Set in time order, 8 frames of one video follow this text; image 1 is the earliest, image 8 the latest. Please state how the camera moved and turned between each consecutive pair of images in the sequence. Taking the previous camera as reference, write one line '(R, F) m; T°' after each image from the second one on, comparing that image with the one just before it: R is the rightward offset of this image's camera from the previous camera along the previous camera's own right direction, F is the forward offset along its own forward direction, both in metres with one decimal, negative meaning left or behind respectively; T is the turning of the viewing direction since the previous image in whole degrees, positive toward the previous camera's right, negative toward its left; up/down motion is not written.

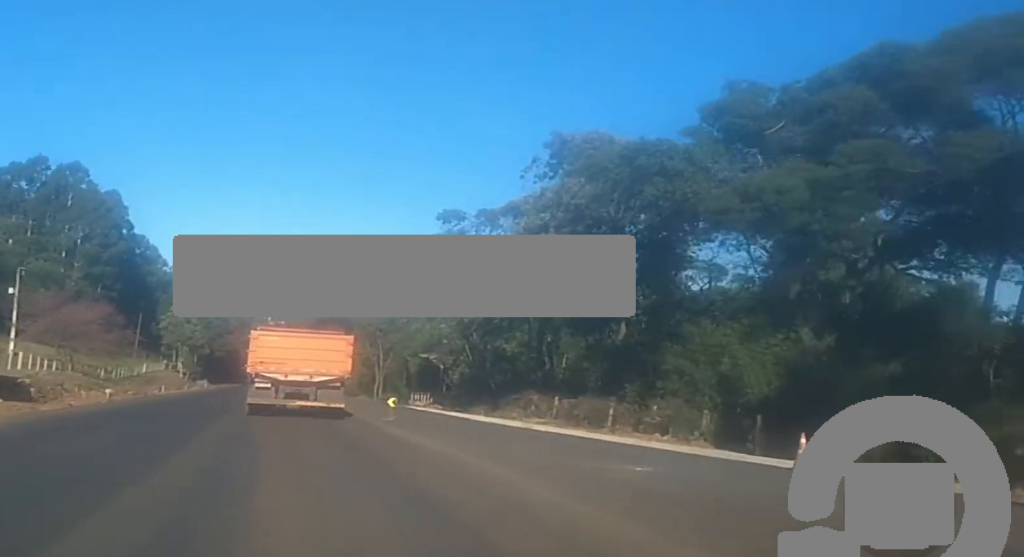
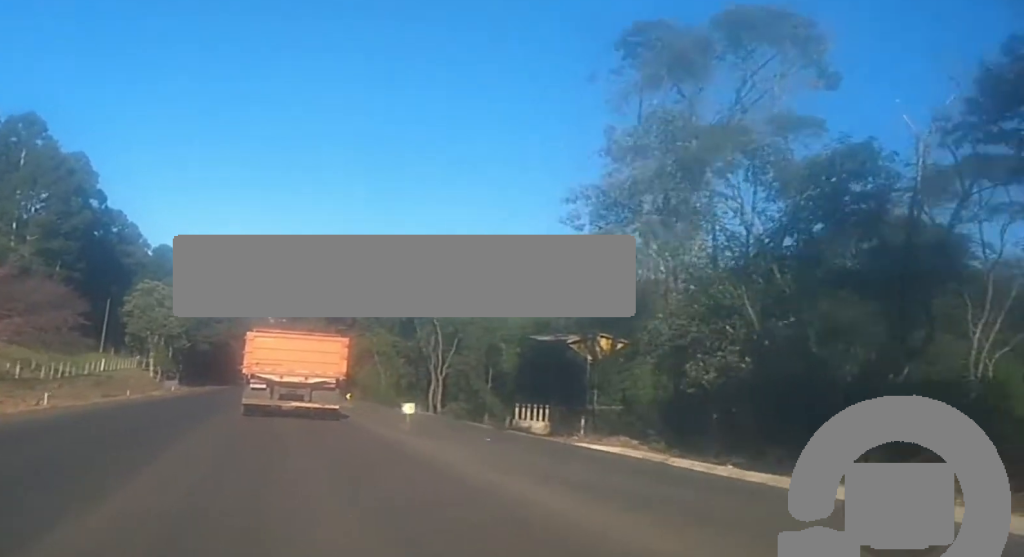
(+0.6, +33.1) m; 0°
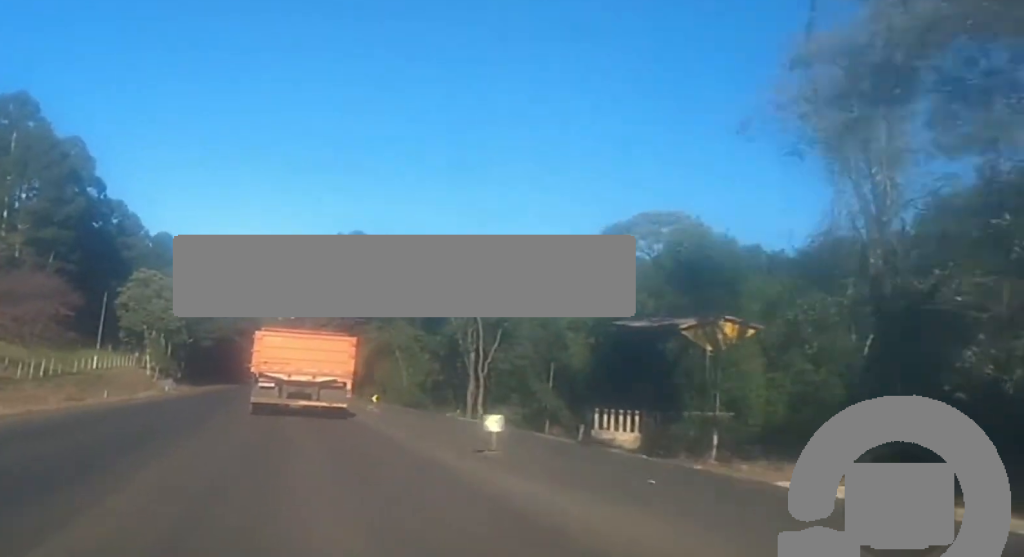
(0.0, +9.0) m; 0°
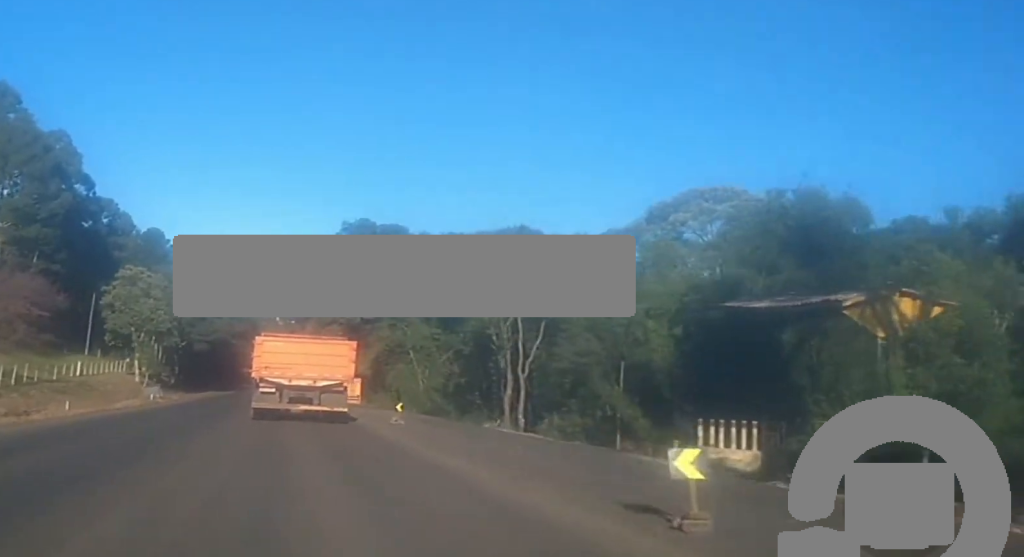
(0.0, +8.4) m; 0°
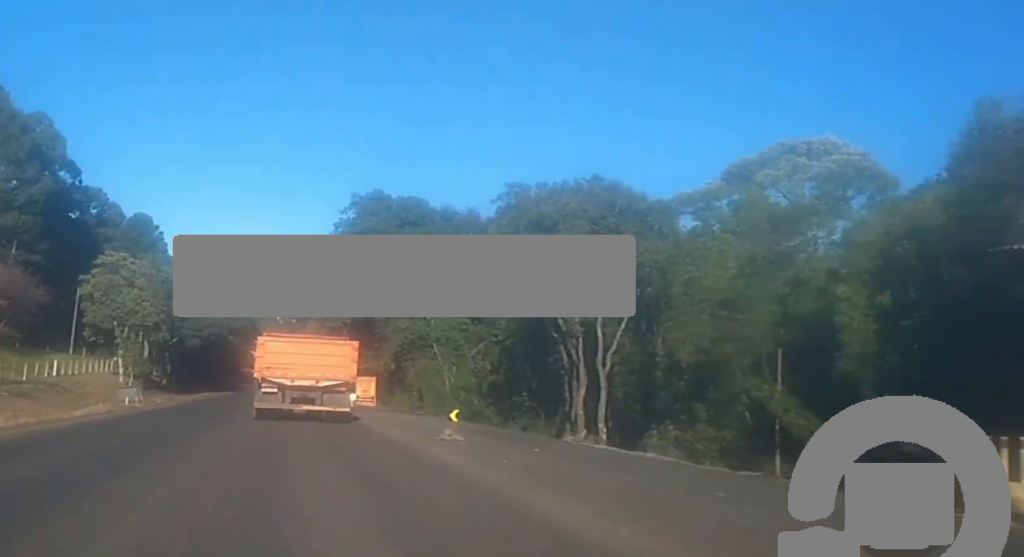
(0.0, +9.1) m; -1°
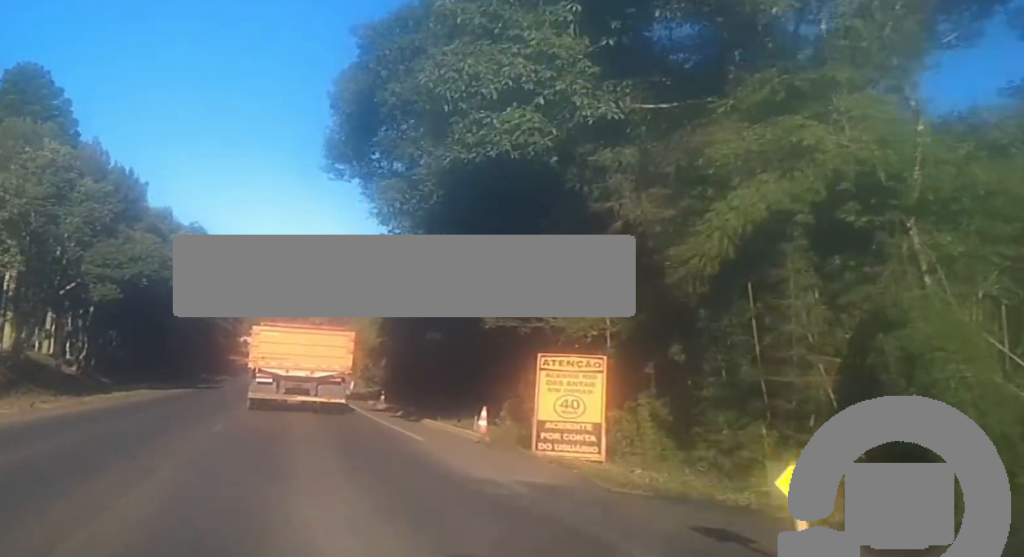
(-0.6, +43.6) m; 0°
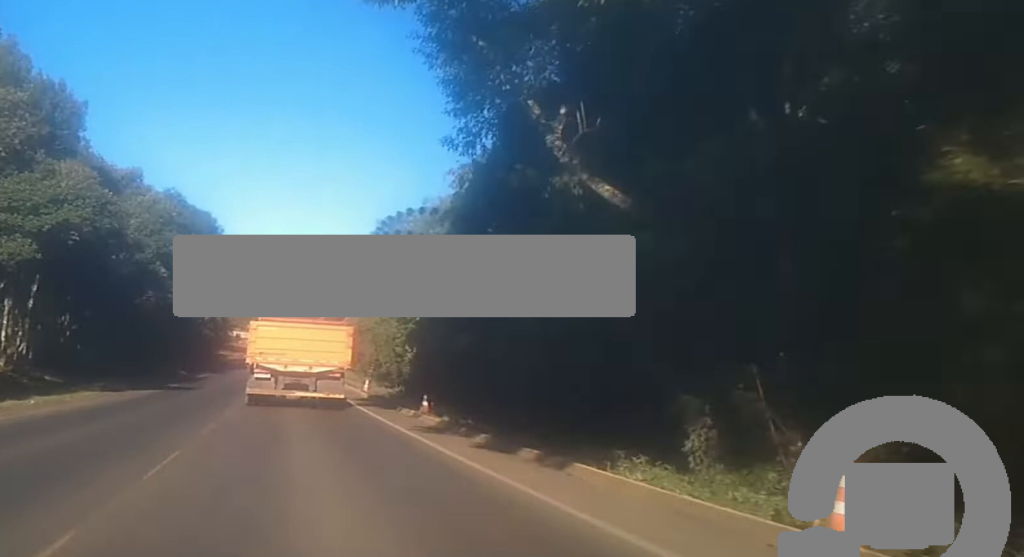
(+0.2, +14.7) m; 0°
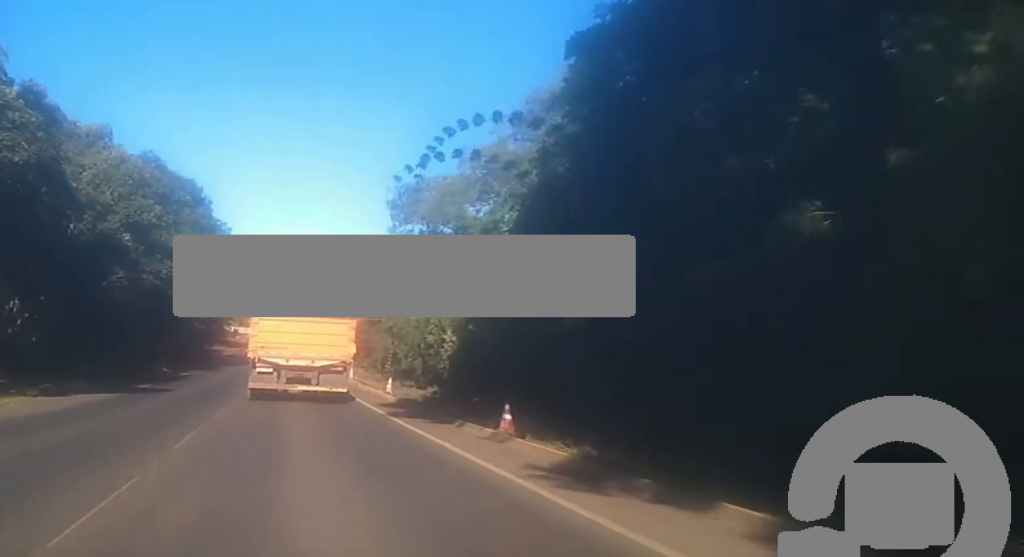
(+0.1, +10.3) m; 0°
